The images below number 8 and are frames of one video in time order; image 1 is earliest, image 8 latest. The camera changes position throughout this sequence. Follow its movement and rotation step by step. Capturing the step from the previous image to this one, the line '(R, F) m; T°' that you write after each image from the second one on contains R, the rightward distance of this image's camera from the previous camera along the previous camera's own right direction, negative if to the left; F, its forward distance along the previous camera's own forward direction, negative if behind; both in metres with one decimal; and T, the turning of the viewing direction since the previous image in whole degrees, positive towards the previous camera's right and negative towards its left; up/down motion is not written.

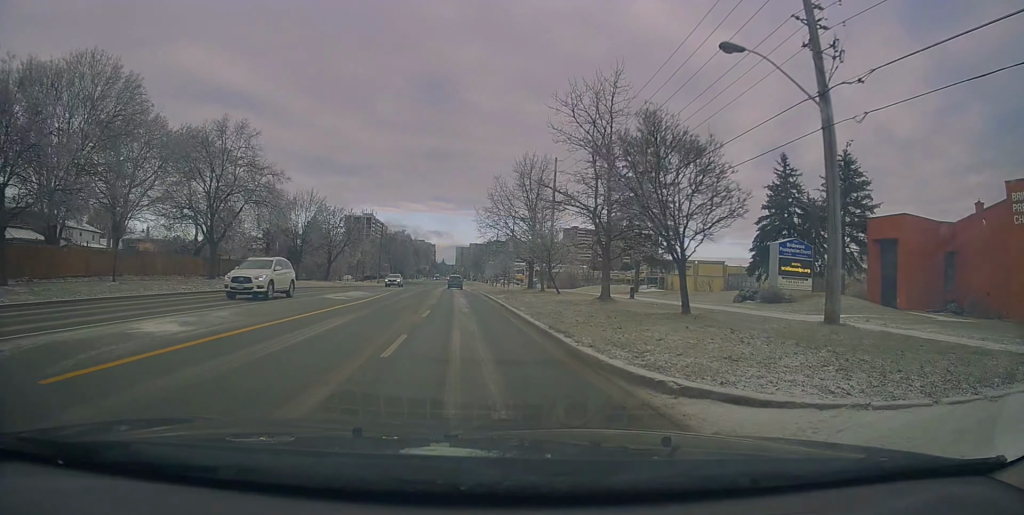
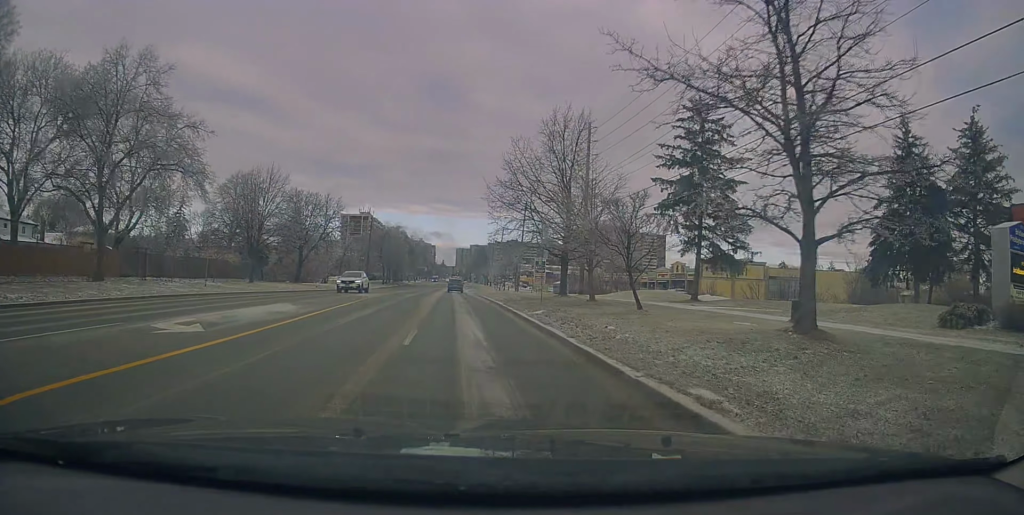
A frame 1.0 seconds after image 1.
(+0.2, +15.6) m; +1°
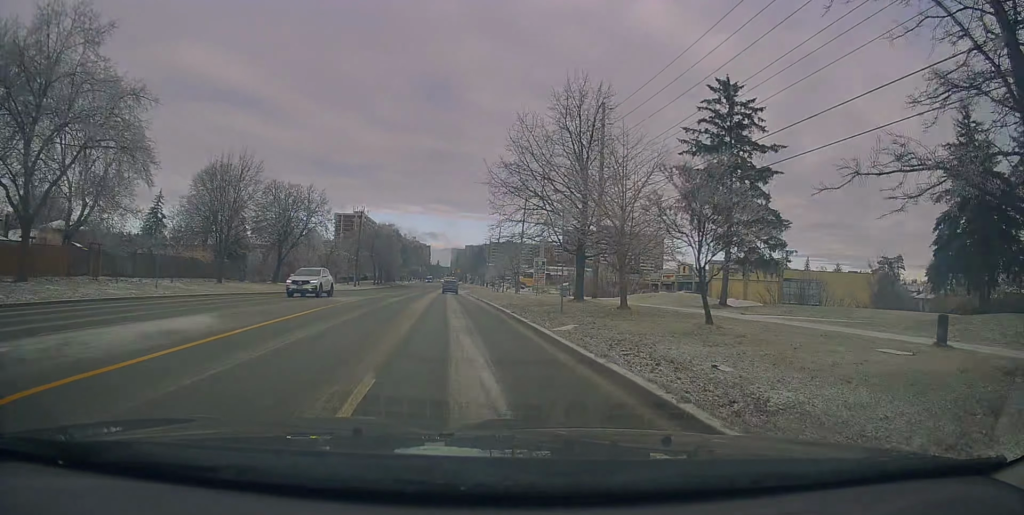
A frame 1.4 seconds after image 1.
(+0.2, +6.3) m; 0°
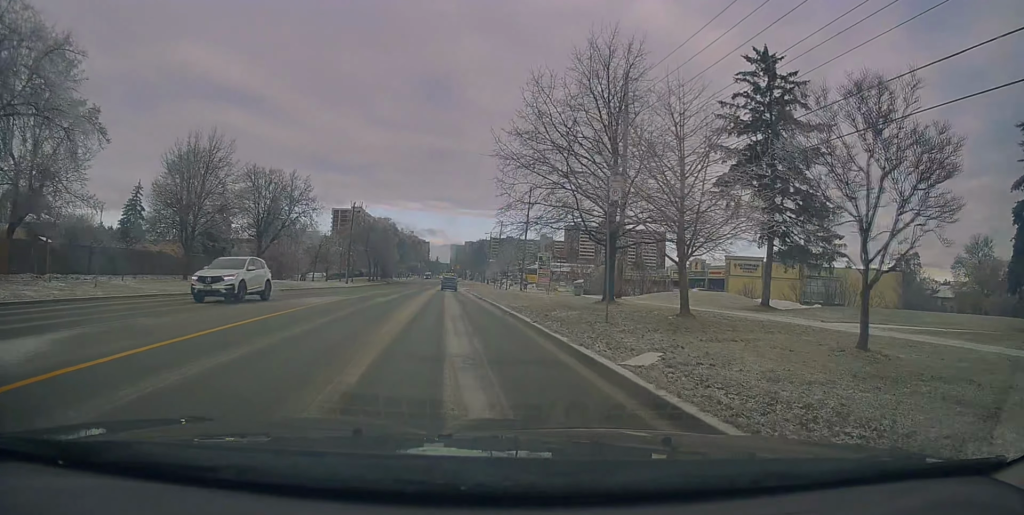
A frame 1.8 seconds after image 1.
(-0.2, +6.5) m; -1°
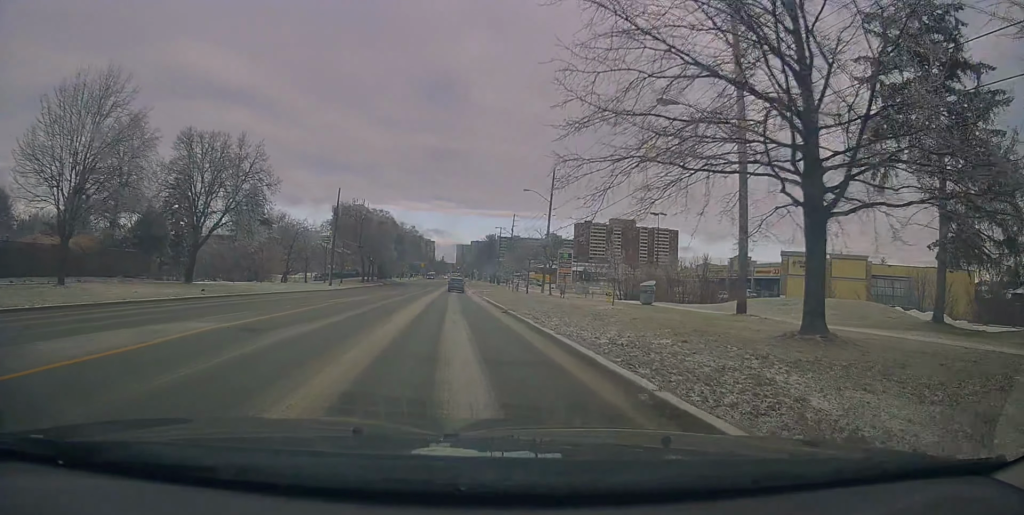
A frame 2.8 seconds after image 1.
(-0.3, +14.8) m; -1°
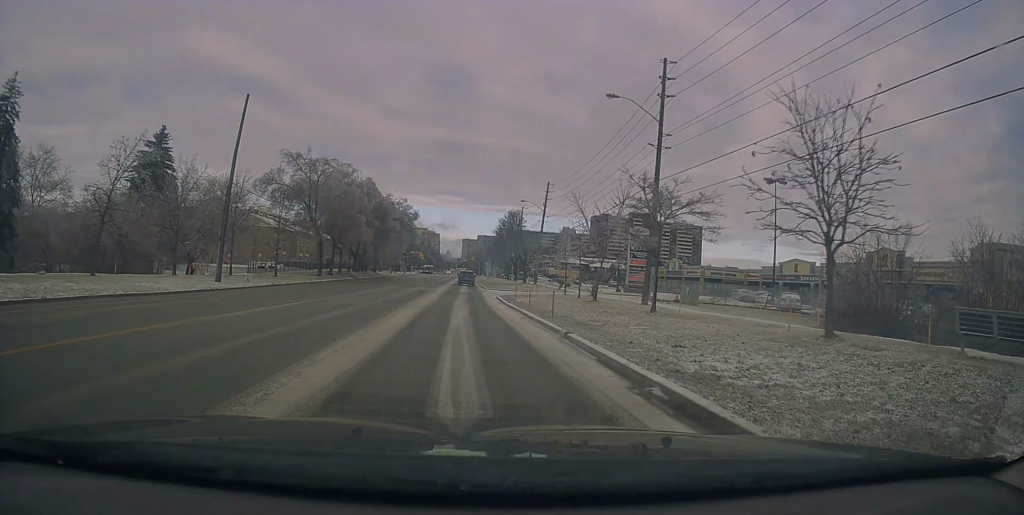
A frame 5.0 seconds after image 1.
(-0.2, +34.1) m; +1°
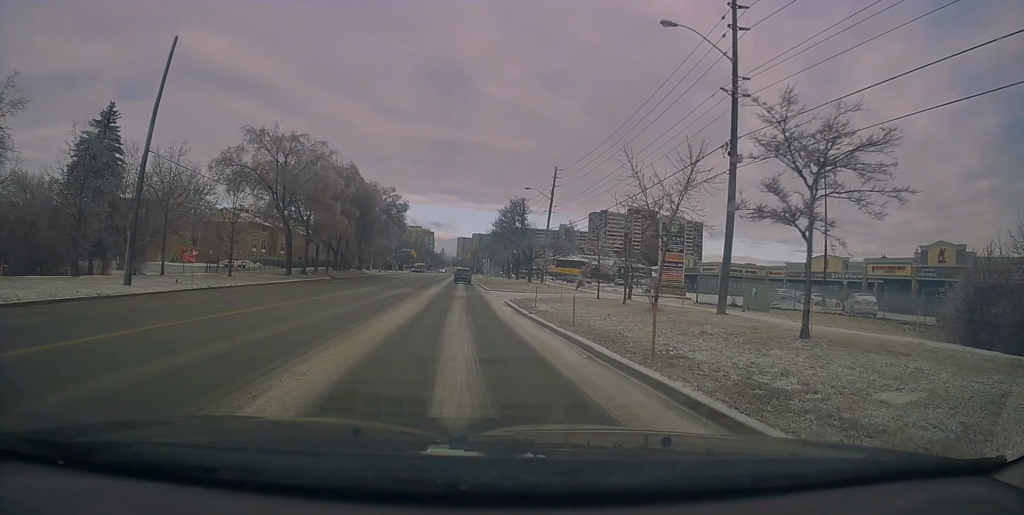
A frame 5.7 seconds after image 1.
(0.0, +9.8) m; +1°
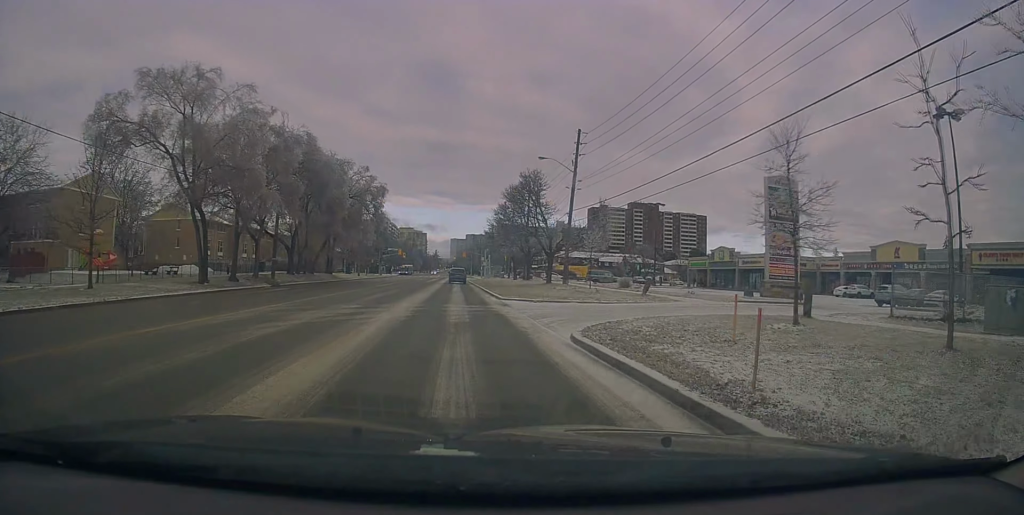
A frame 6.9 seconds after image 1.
(+0.2, +17.8) m; 0°
